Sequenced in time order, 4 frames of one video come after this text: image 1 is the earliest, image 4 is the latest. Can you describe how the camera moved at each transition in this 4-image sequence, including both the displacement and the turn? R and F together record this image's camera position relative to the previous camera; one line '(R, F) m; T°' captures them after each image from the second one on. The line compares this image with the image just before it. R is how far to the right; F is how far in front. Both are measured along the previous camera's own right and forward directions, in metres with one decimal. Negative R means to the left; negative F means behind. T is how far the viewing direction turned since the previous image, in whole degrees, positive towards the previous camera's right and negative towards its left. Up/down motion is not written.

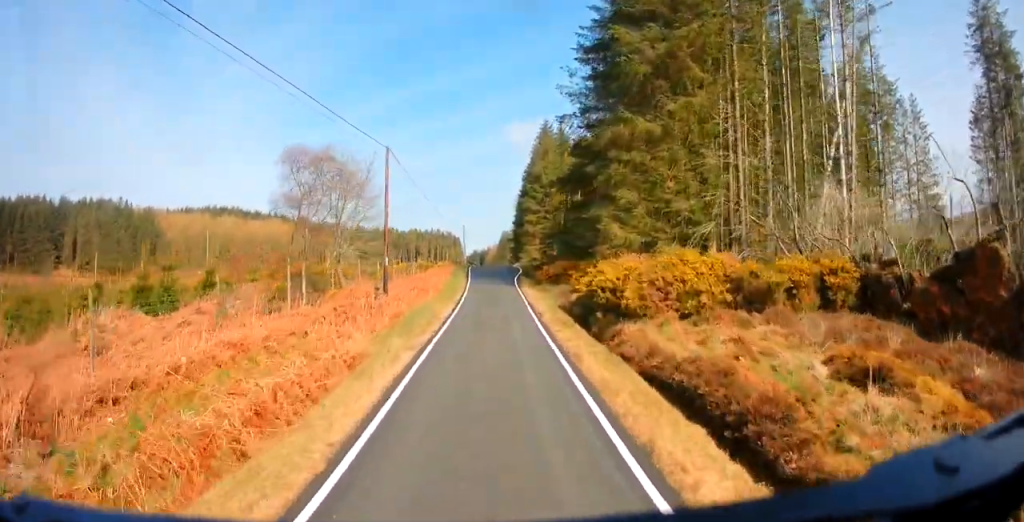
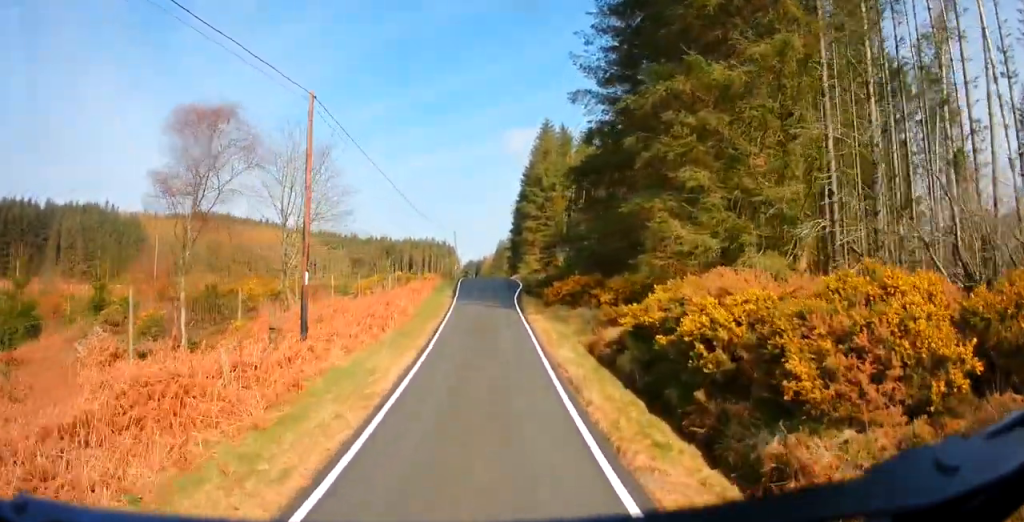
(0.0, +9.4) m; 0°
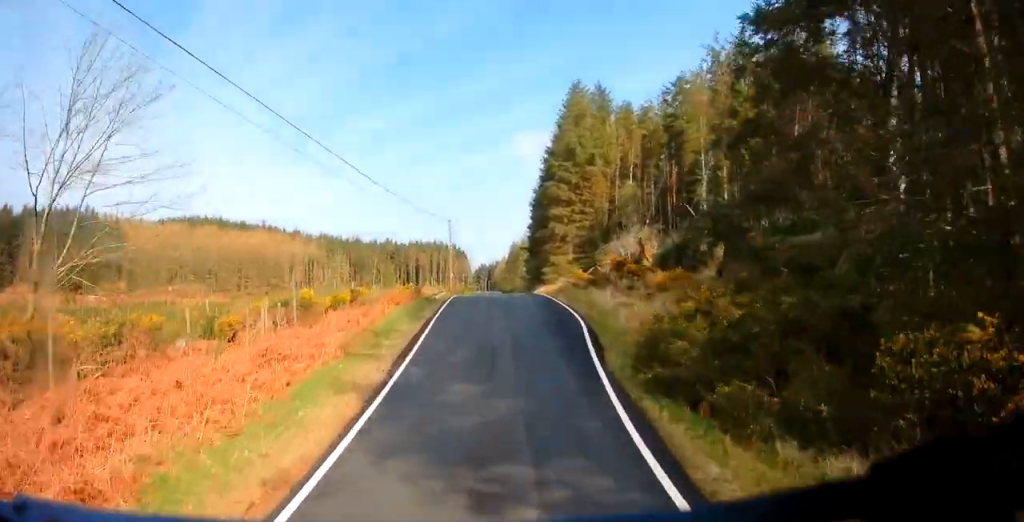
(-0.3, +24.5) m; -1°
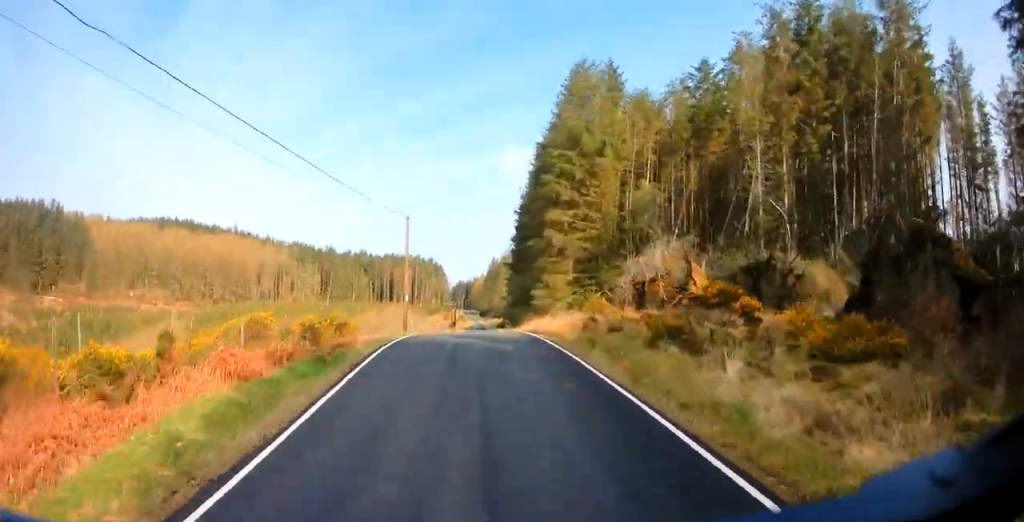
(0.0, +14.3) m; +1°
